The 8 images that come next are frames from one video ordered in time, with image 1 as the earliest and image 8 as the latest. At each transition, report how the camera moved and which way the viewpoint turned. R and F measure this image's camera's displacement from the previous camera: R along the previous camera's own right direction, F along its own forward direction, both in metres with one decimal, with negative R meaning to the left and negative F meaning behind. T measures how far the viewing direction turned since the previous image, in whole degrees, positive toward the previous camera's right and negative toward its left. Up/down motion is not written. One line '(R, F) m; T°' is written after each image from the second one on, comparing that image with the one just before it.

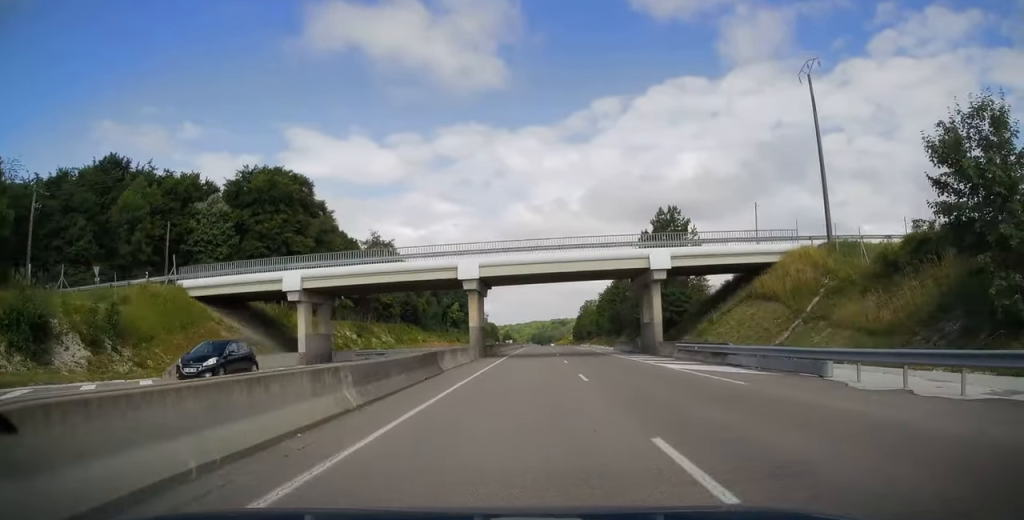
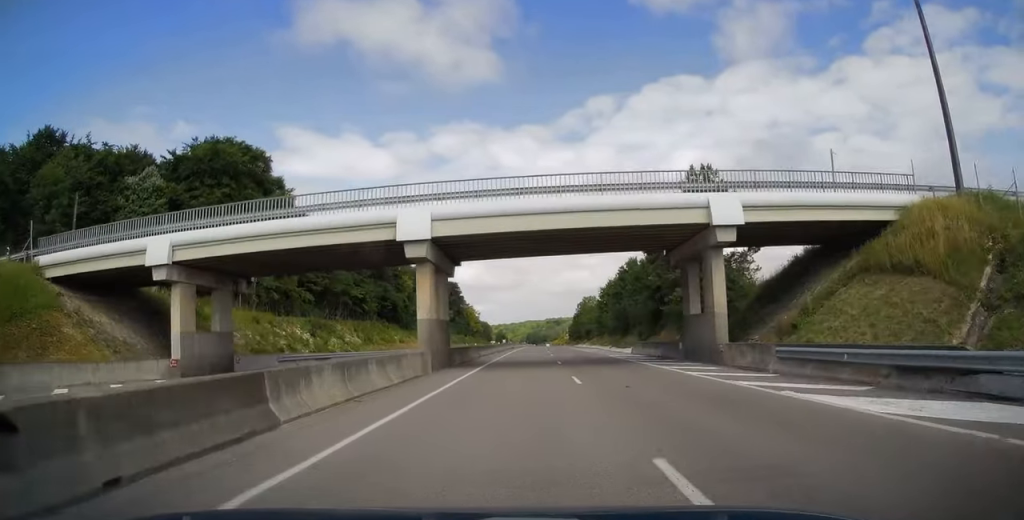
(+0.2, +14.3) m; 0°
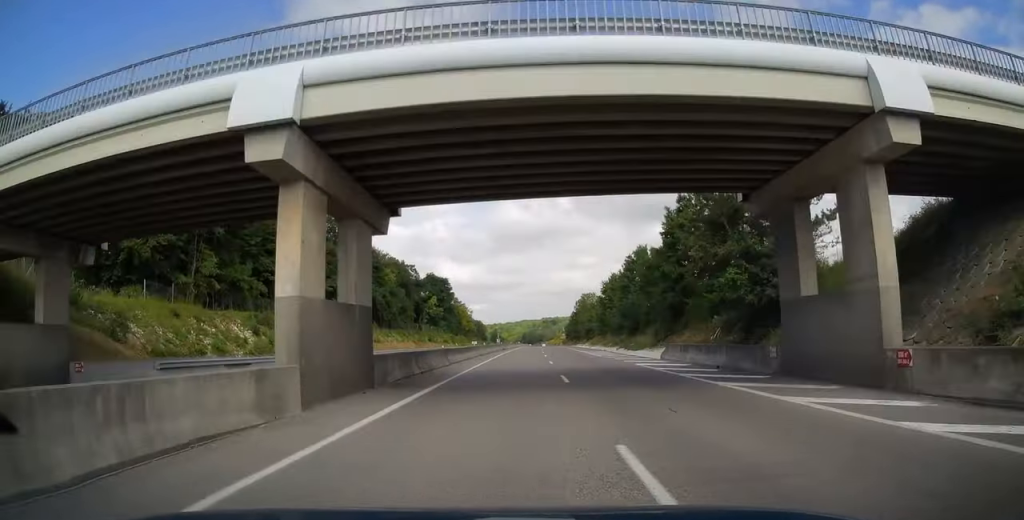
(-0.2, +12.3) m; 0°
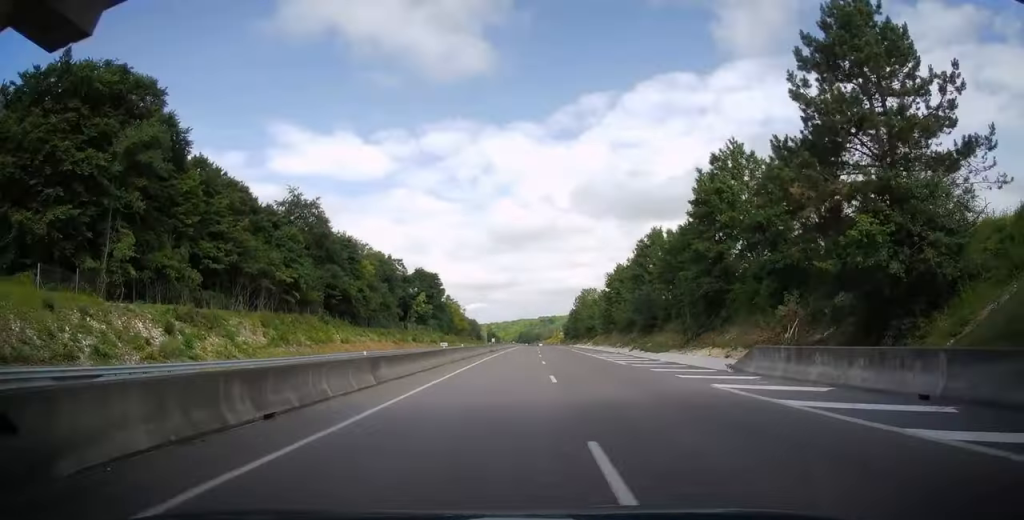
(-0.1, +12.8) m; 0°
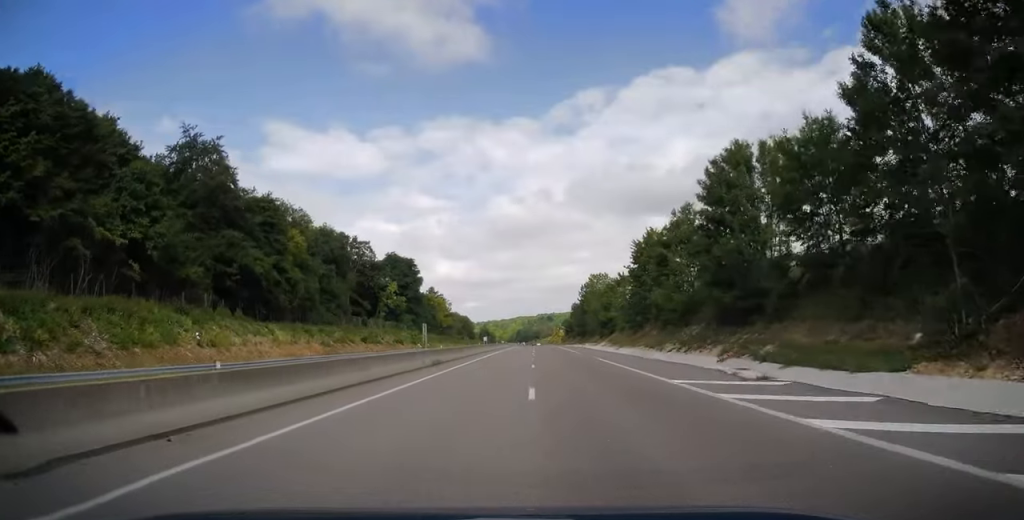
(0.0, +31.1) m; +1°
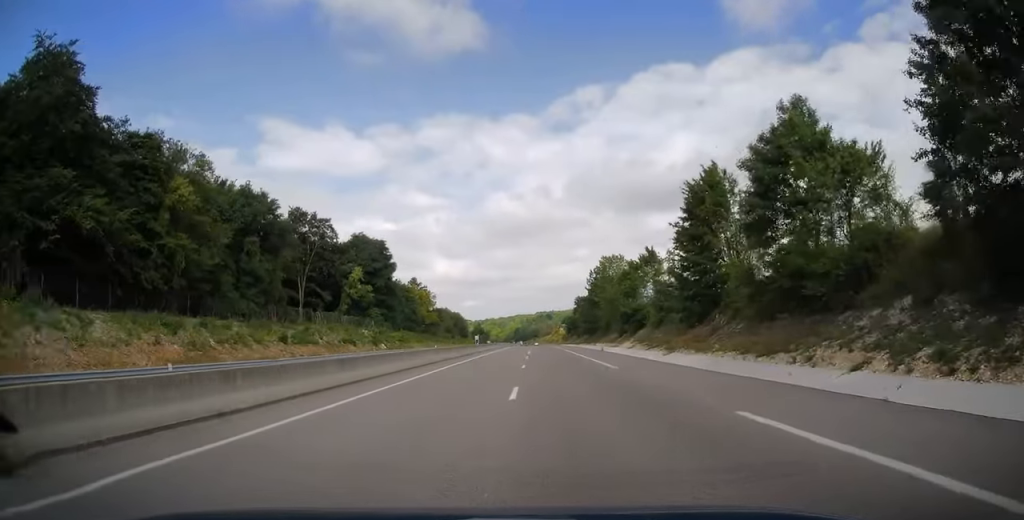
(+0.3, +26.2) m; 0°
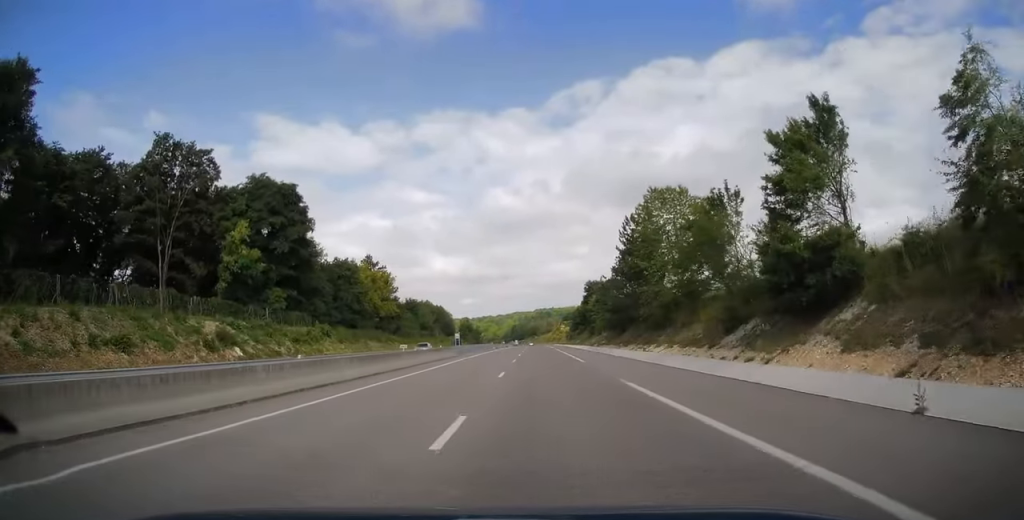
(-0.5, +45.1) m; -1°
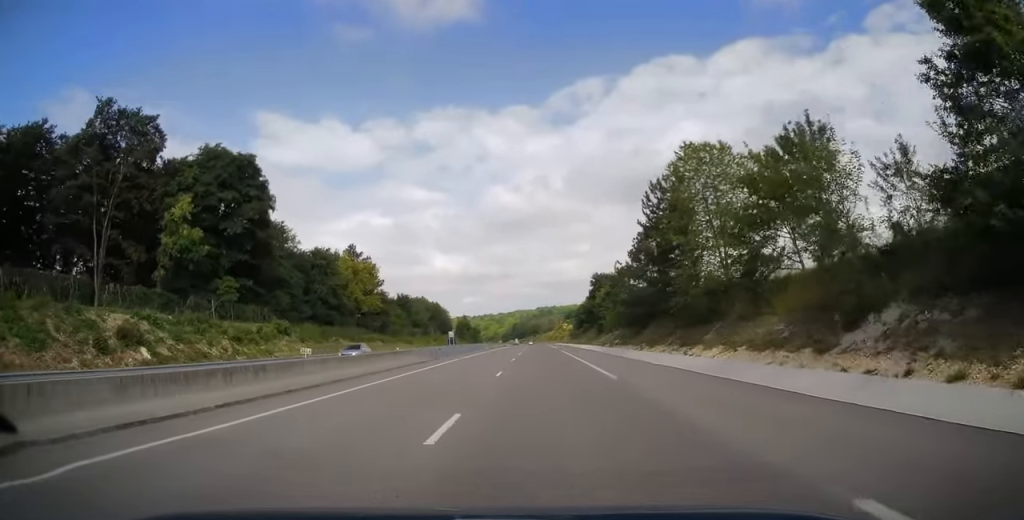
(0.0, +12.9) m; 0°
